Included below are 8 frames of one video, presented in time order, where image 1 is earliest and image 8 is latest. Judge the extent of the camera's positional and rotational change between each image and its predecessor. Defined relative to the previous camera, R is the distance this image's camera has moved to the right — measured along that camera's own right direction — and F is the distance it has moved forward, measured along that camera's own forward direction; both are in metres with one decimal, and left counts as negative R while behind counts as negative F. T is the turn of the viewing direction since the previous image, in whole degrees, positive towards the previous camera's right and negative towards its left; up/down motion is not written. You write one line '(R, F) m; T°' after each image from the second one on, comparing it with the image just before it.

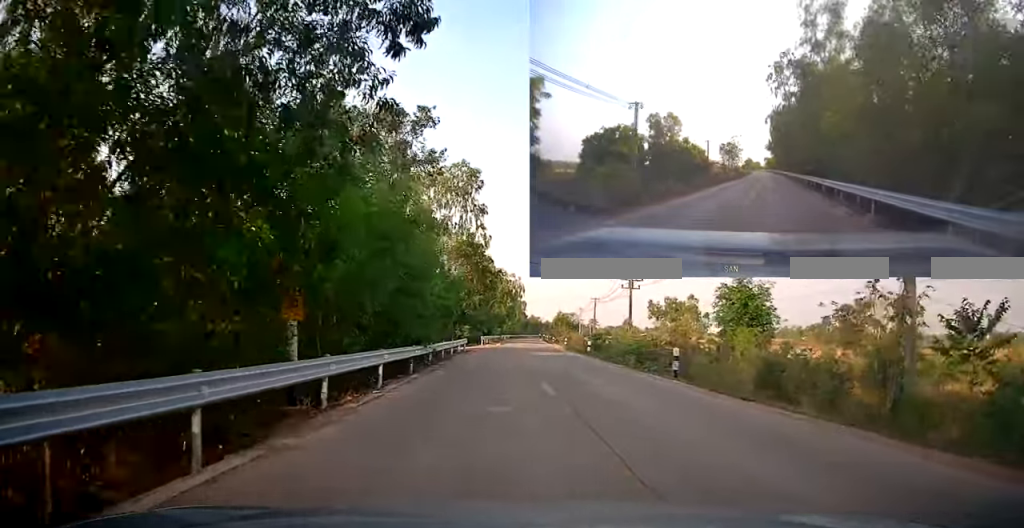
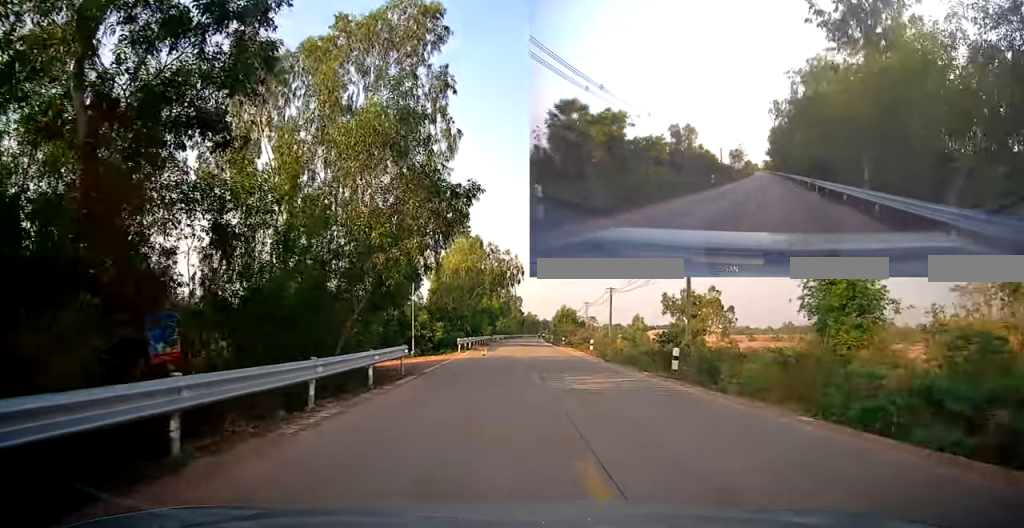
(+0.6, +20.0) m; +1°
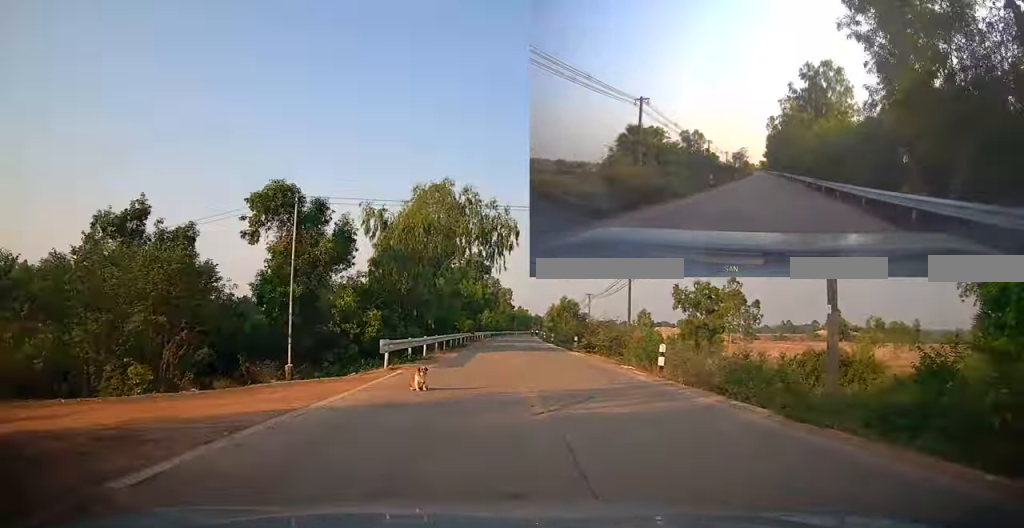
(0.0, +18.3) m; +3°
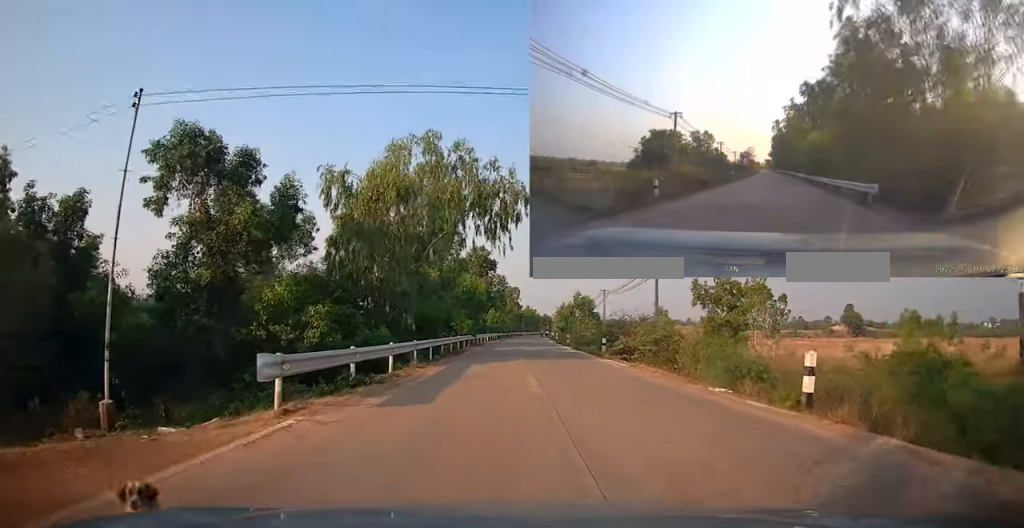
(+0.4, +8.5) m; 0°
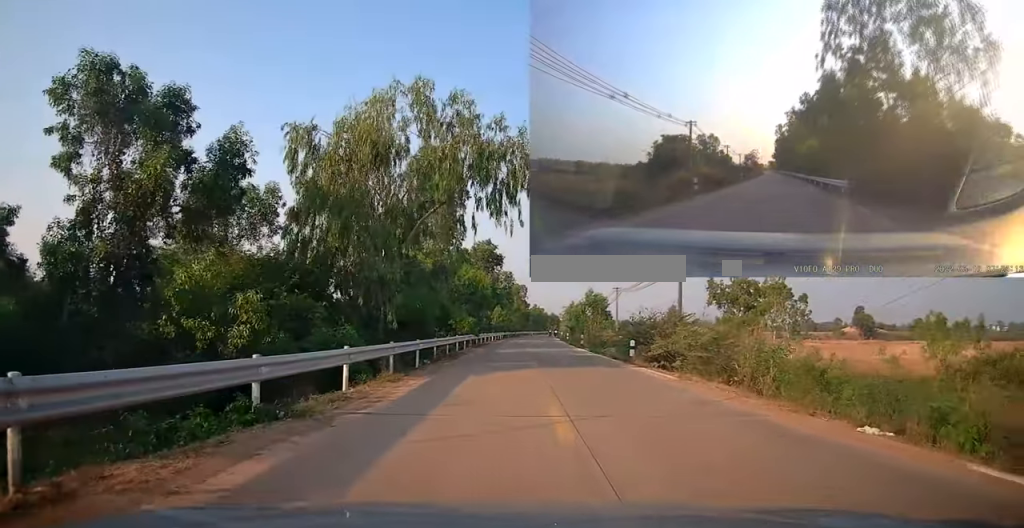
(-0.2, +5.2) m; -2°
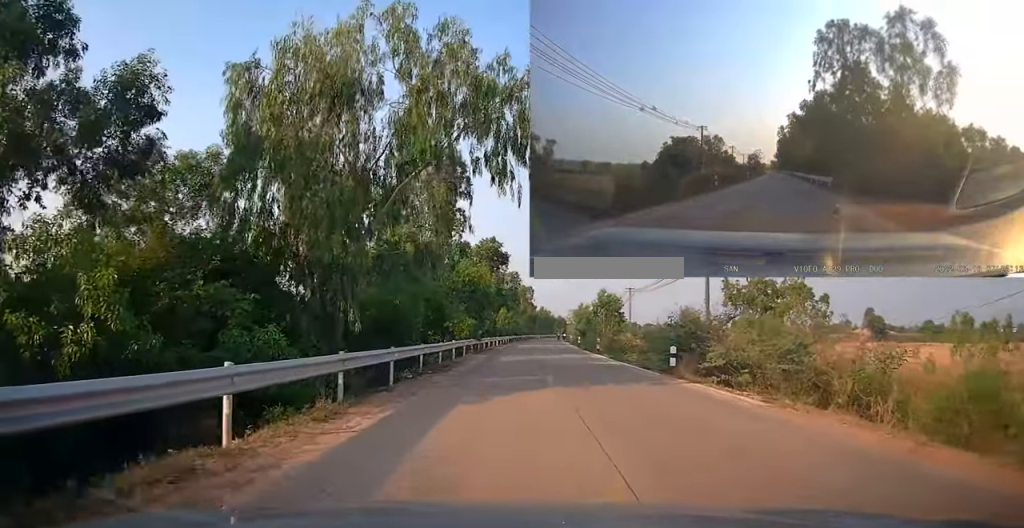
(-0.1, +5.2) m; -1°
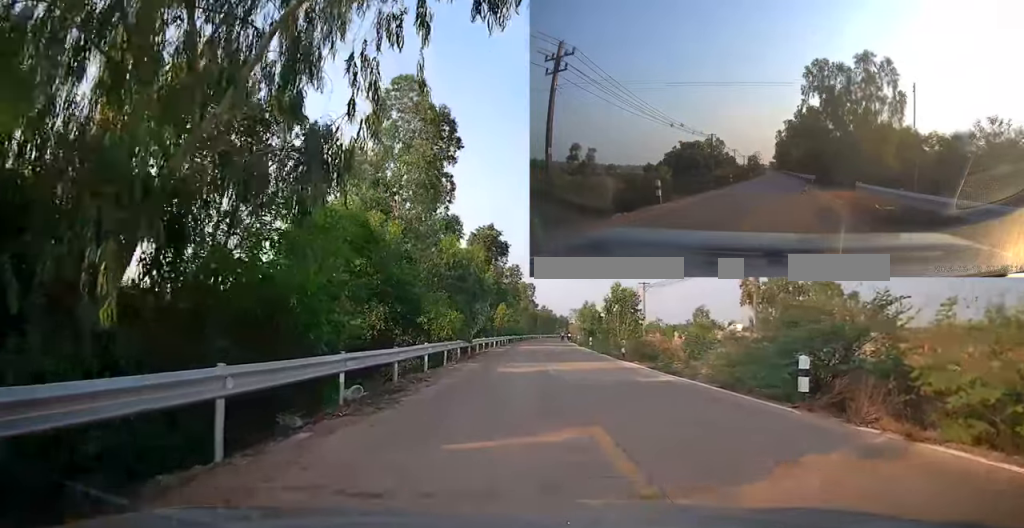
(0.0, +8.6) m; 0°
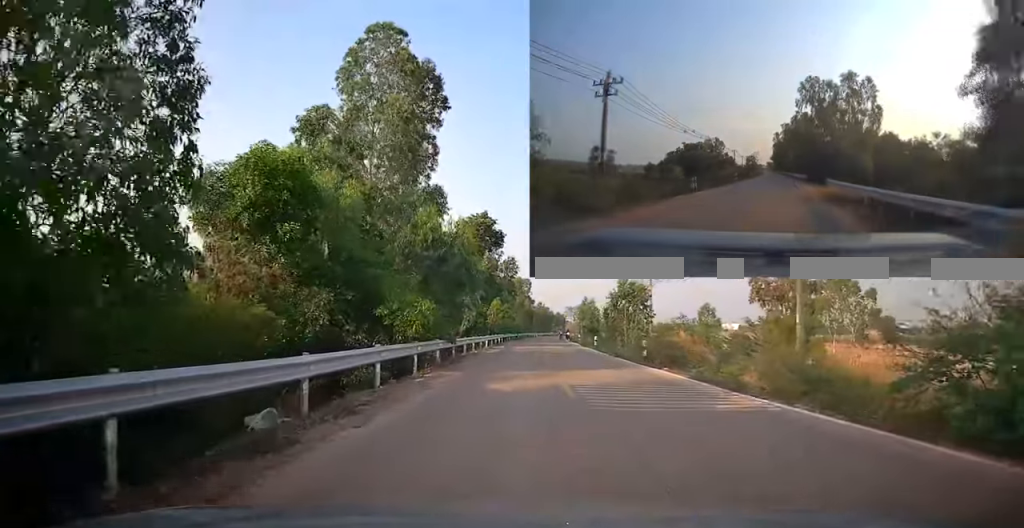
(0.0, +5.8) m; -1°
